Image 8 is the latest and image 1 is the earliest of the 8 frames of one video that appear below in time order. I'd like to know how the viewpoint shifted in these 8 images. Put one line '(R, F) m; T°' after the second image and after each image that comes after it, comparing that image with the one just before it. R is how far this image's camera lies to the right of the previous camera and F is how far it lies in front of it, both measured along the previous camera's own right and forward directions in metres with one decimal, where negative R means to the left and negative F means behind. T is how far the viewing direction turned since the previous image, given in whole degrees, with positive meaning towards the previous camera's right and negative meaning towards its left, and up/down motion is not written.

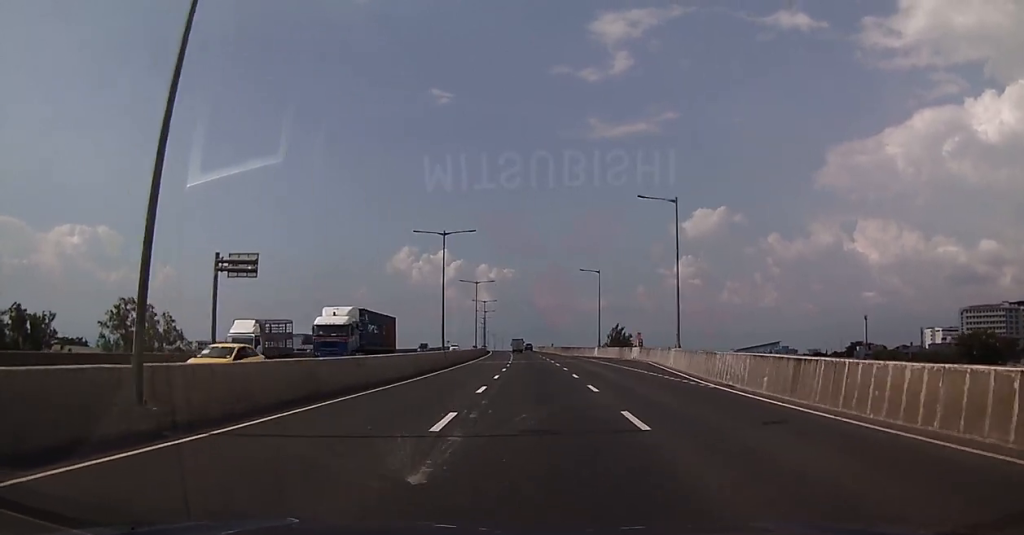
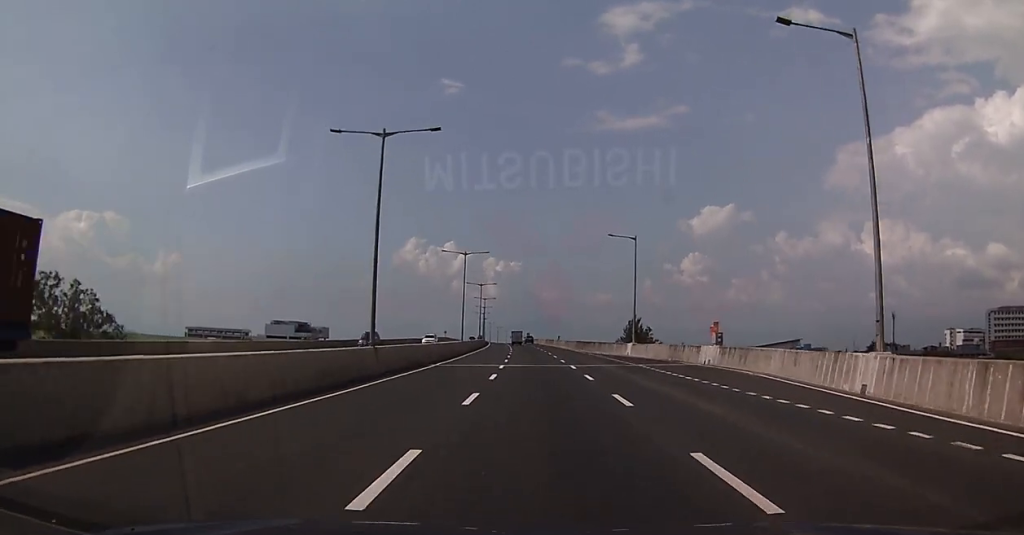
(-0.3, +23.9) m; +1°
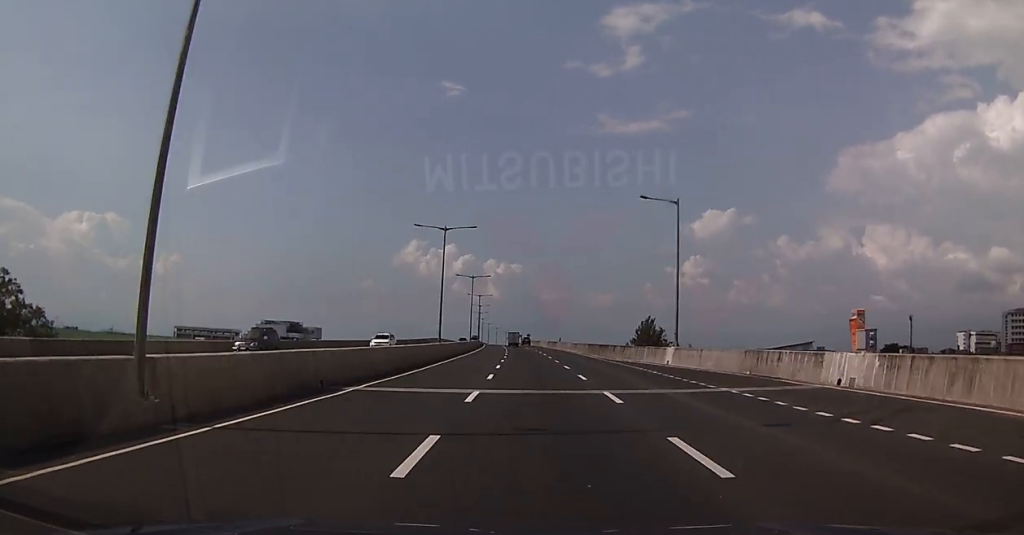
(+0.3, +16.6) m; +1°
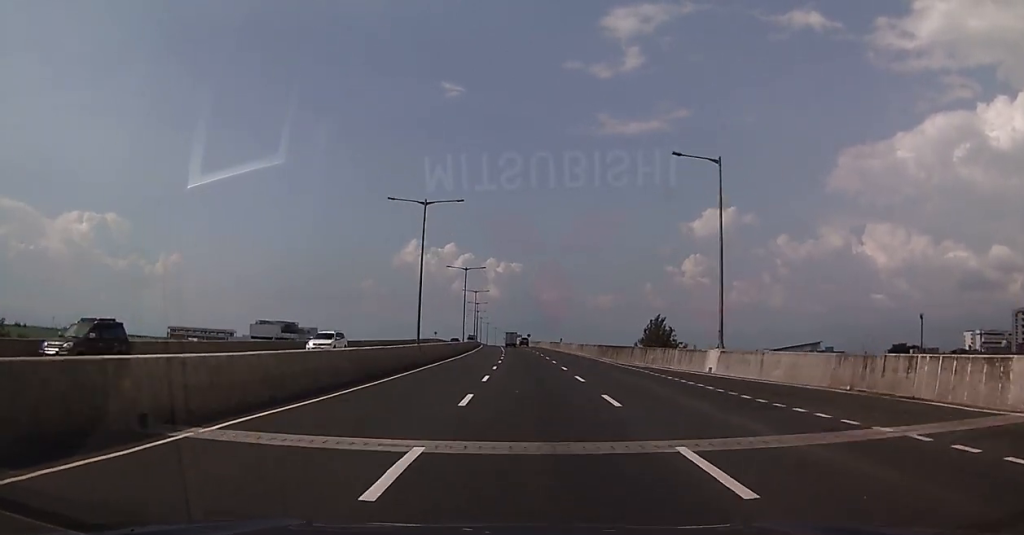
(+0.1, +9.5) m; -1°
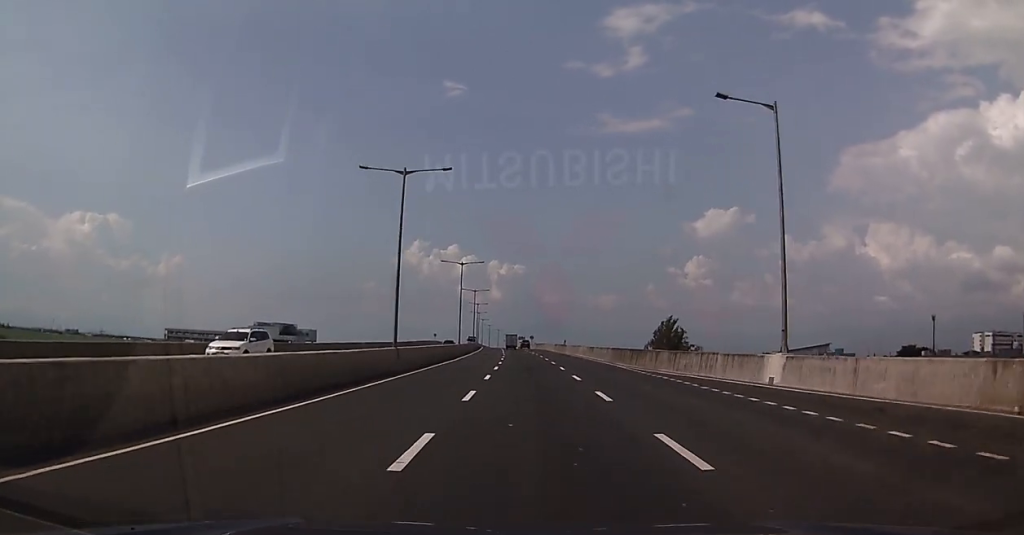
(0.0, +7.6) m; 0°
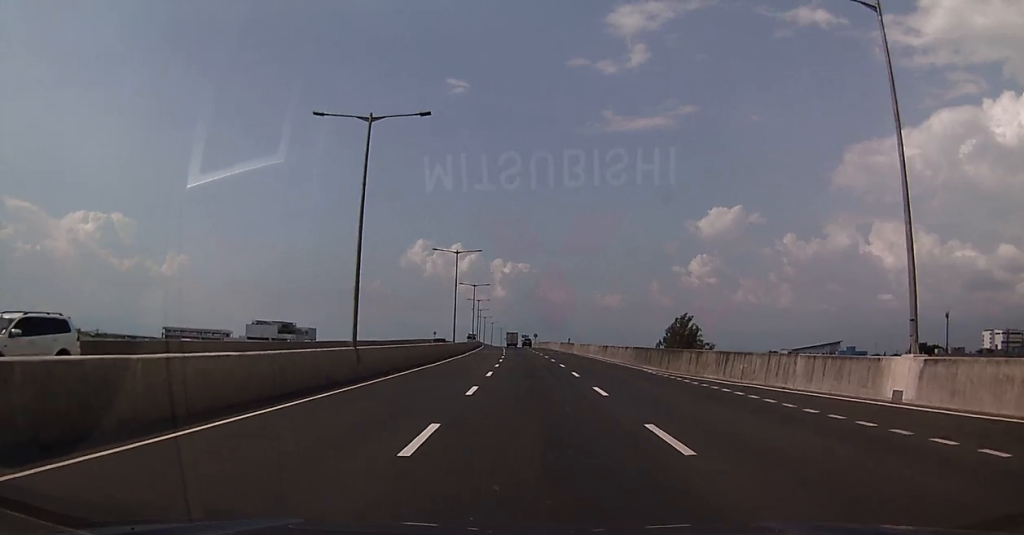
(-0.2, +8.3) m; 0°
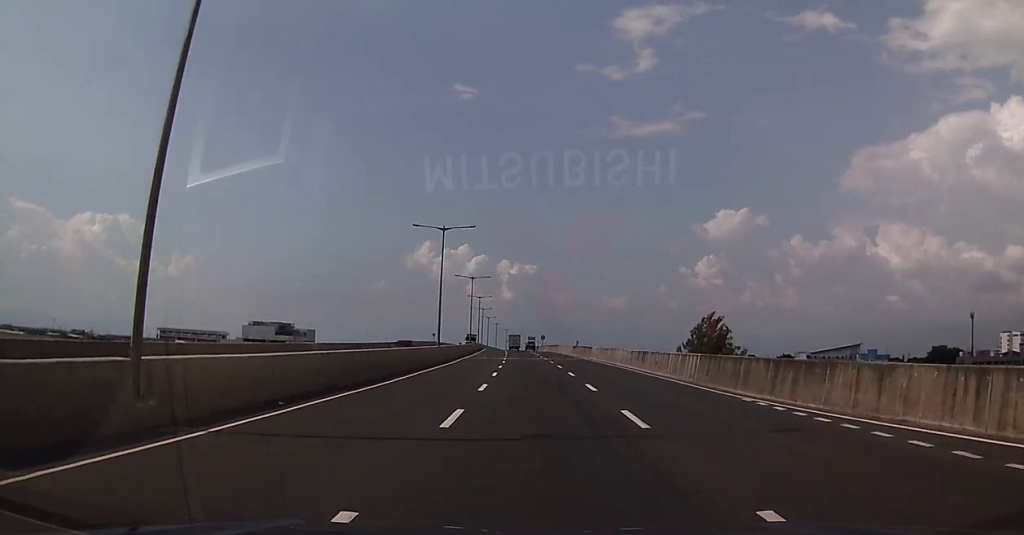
(-0.1, +14.8) m; 0°
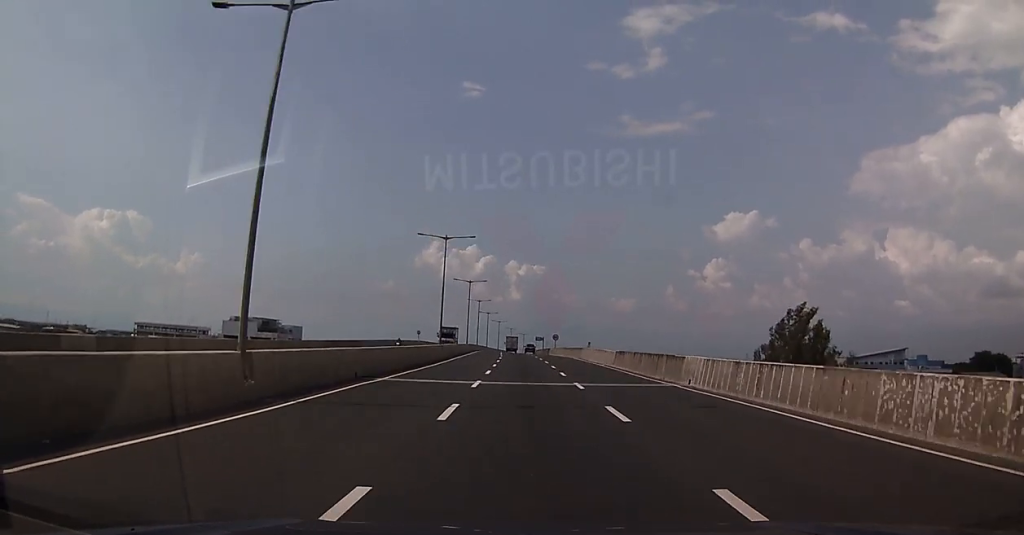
(-0.2, +35.4) m; -1°
